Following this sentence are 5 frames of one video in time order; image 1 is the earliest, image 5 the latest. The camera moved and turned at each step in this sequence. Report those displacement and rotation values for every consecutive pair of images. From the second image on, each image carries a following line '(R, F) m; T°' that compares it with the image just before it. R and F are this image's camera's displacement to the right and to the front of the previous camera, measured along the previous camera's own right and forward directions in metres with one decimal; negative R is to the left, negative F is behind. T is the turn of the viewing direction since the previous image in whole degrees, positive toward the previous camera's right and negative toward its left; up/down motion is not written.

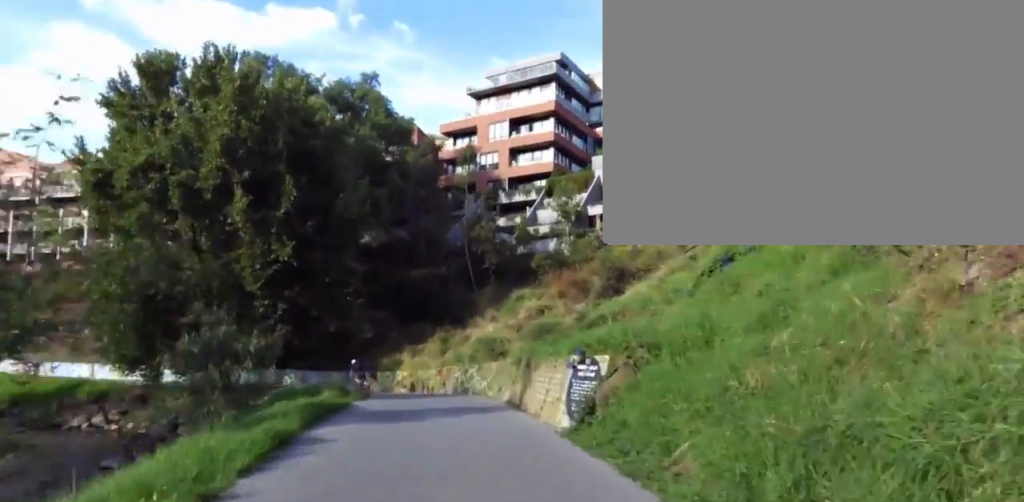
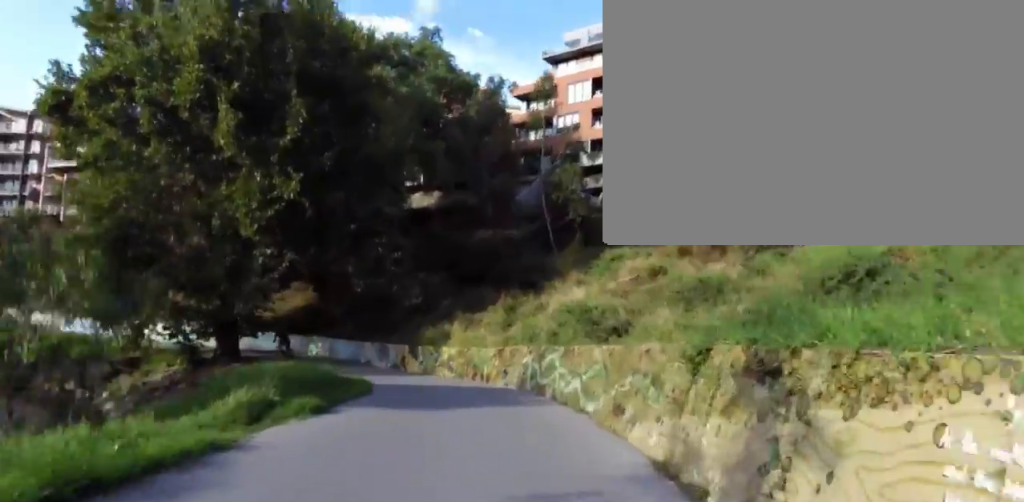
(-0.9, +9.8) m; -10°
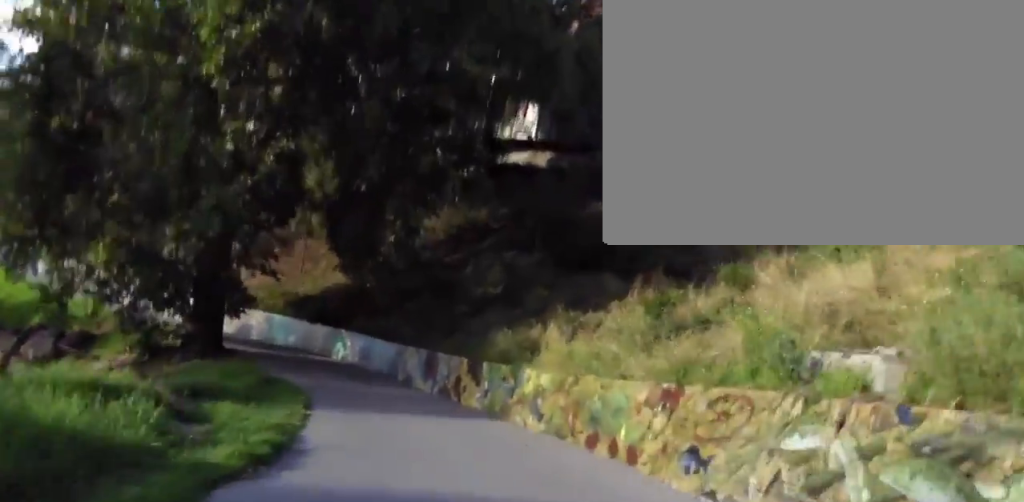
(-0.8, +10.5) m; -5°
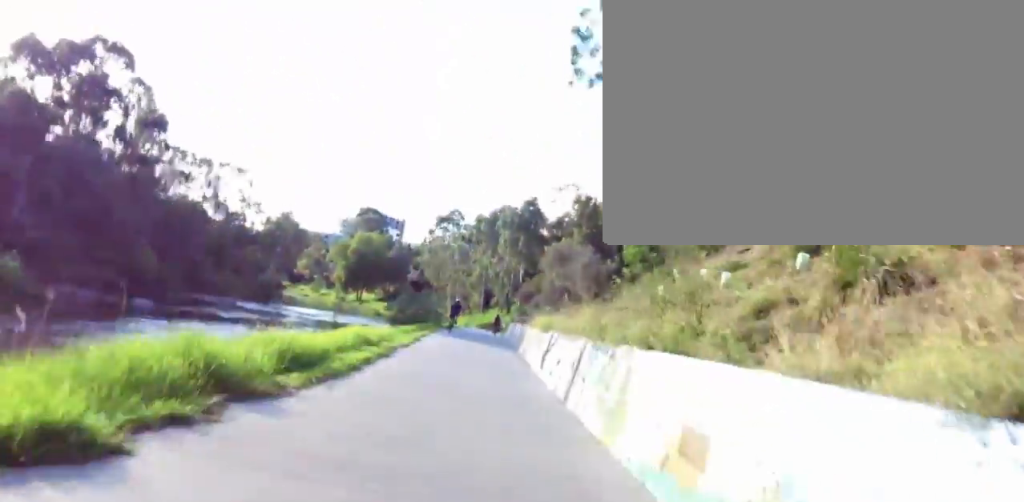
(-9.7, +21.3) m; -52°
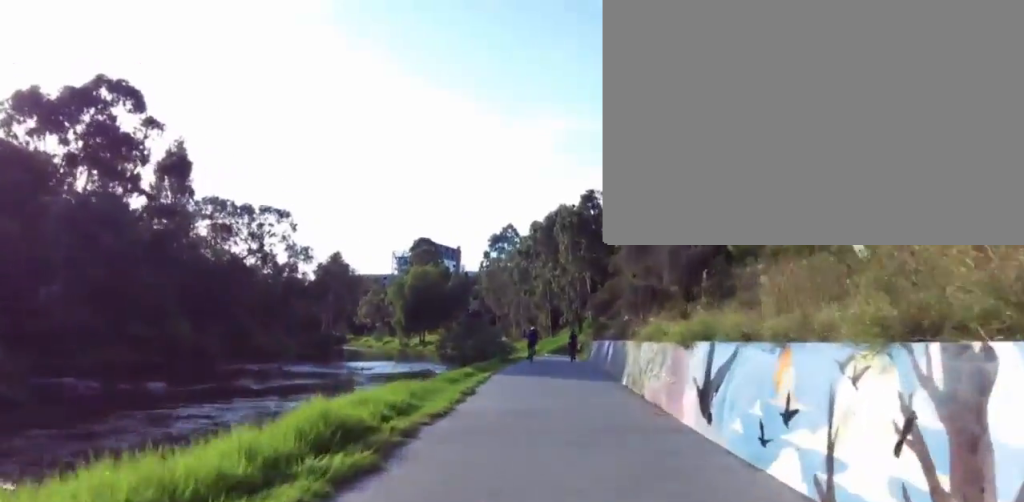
(+0.3, +7.6) m; -2°
